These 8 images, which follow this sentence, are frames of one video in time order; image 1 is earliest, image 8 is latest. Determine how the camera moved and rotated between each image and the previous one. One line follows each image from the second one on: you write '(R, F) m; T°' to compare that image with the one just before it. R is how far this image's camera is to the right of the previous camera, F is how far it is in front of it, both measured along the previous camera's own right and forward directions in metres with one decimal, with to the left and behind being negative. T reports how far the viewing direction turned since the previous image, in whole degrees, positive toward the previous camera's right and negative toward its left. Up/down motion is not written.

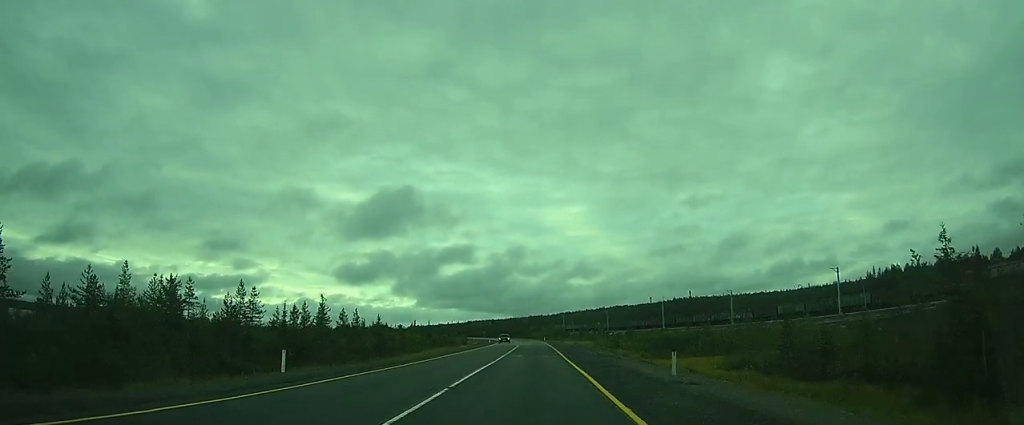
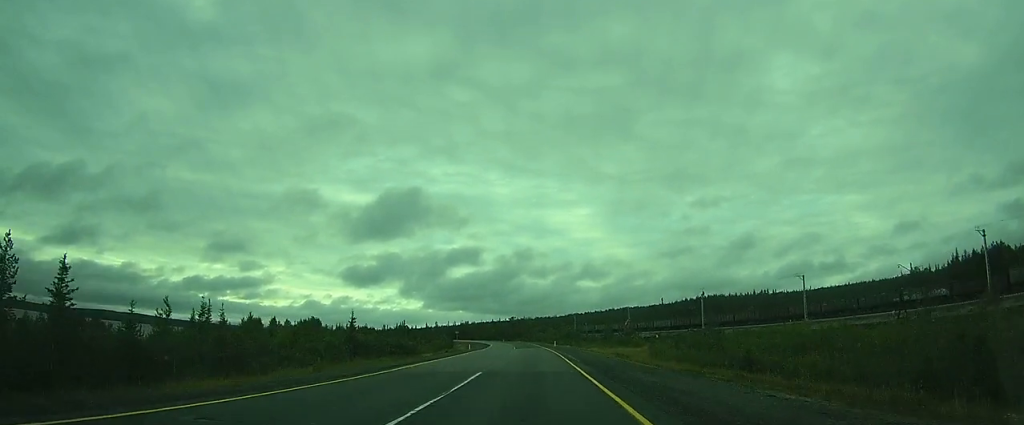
(+0.1, +46.9) m; 0°
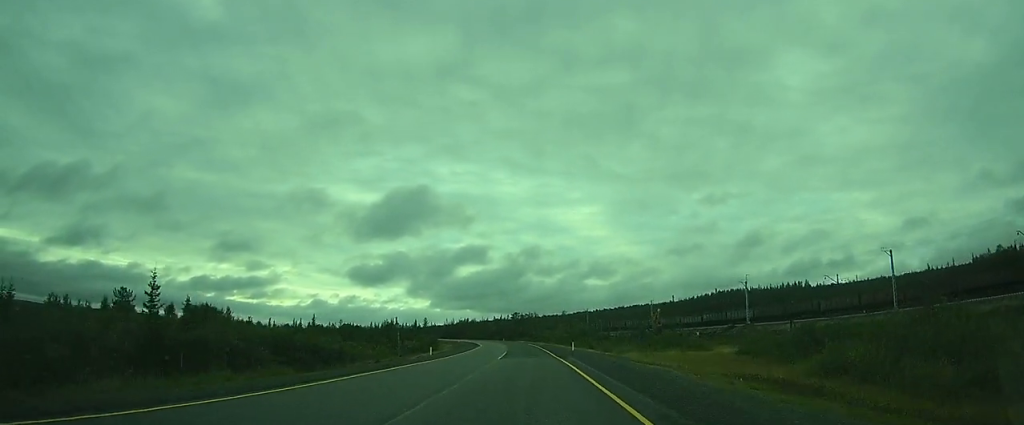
(0.0, +33.8) m; 0°
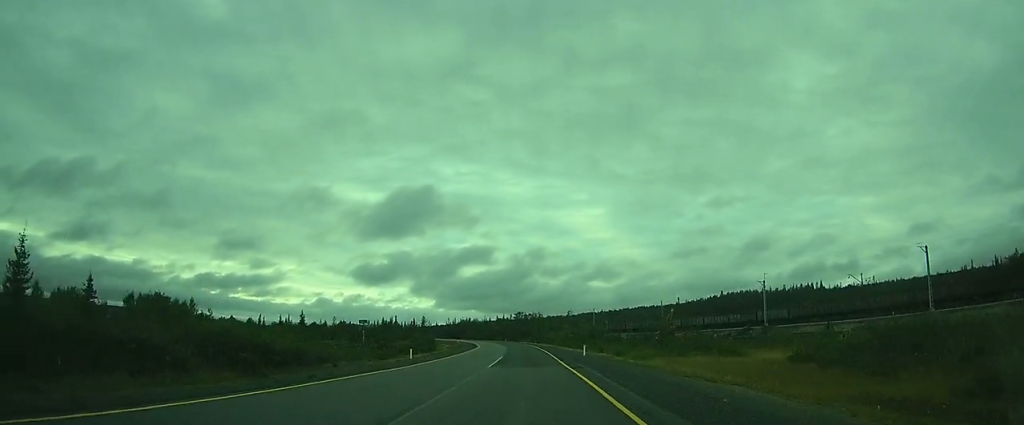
(0.0, +9.2) m; 0°
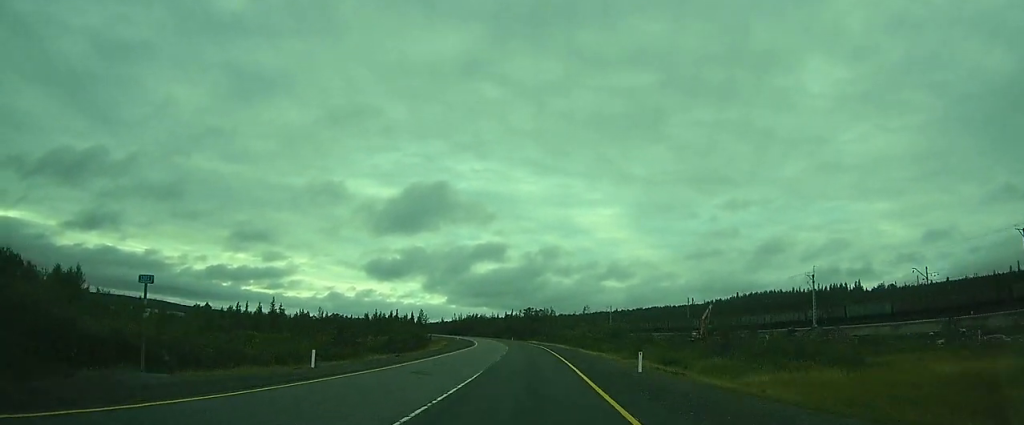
(-0.1, +20.0) m; -1°
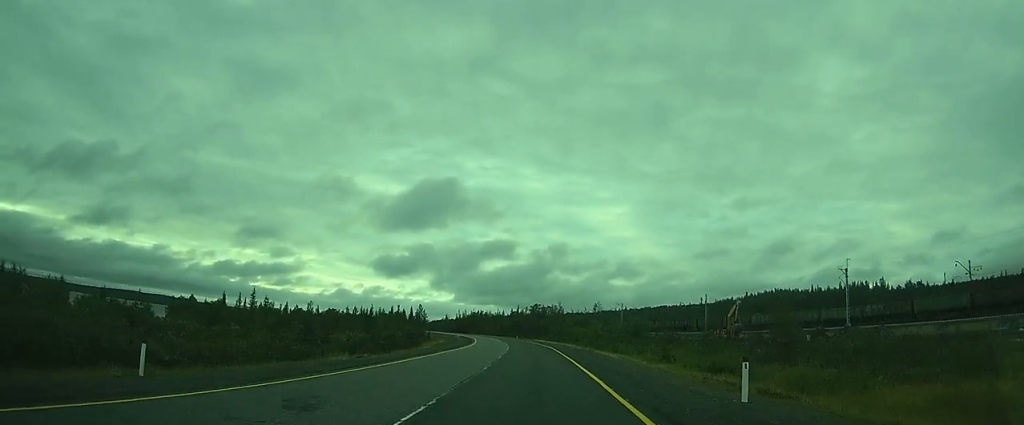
(0.0, +10.8) m; 0°
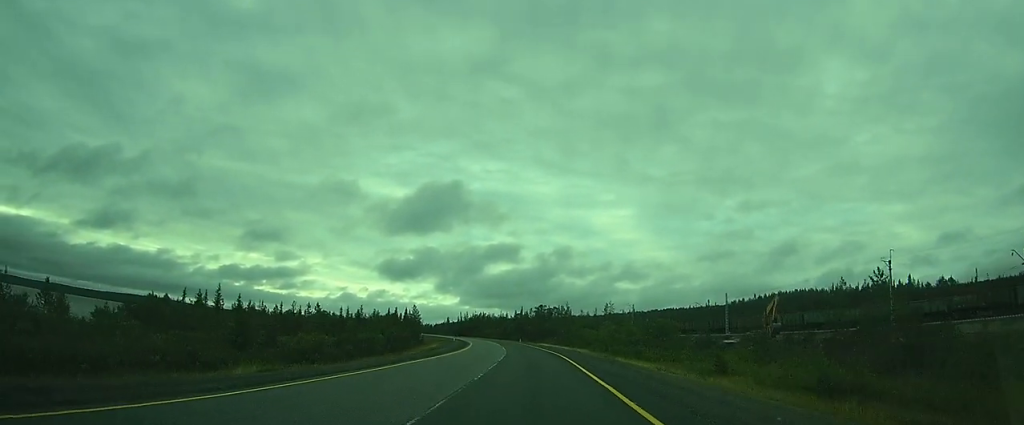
(-0.1, +13.2) m; -1°
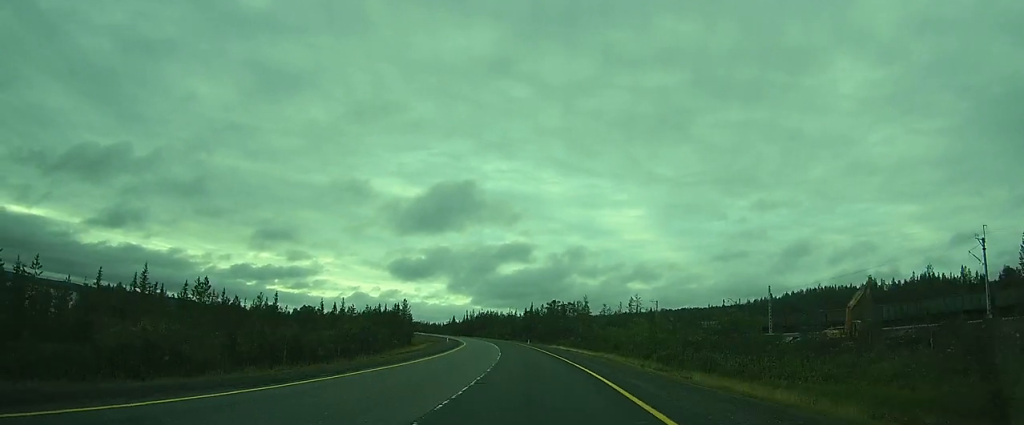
(-0.2, +21.0) m; -1°
